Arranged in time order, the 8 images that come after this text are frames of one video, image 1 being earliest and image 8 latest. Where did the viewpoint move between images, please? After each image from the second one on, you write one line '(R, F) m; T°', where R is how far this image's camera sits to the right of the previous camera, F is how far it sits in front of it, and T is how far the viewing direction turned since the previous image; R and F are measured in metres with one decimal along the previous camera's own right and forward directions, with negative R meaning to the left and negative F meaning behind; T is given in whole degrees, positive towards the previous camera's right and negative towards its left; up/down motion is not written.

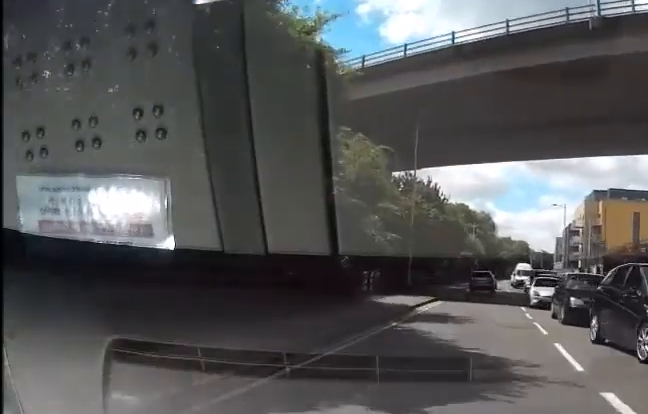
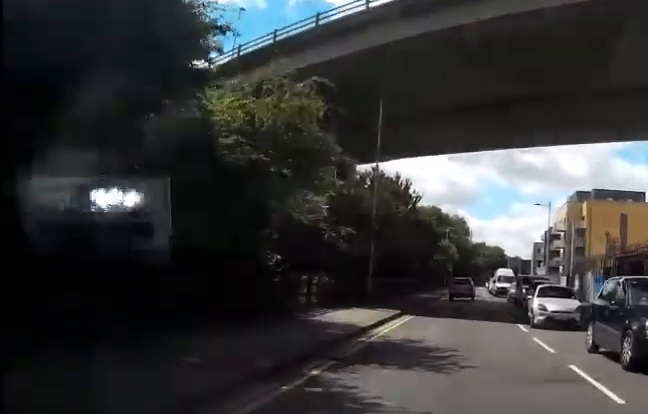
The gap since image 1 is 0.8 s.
(0.0, +6.5) m; 0°
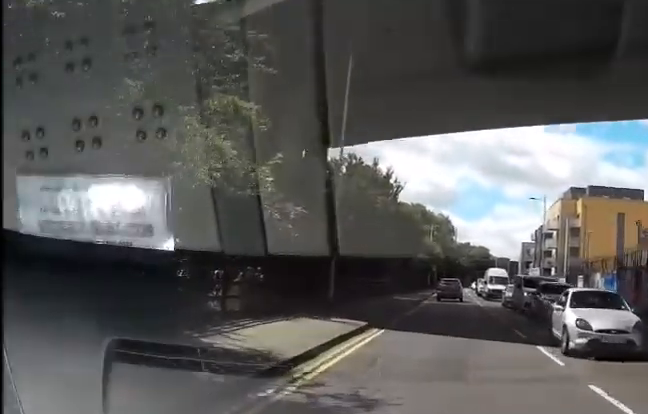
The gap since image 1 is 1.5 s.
(0.0, +6.1) m; 0°
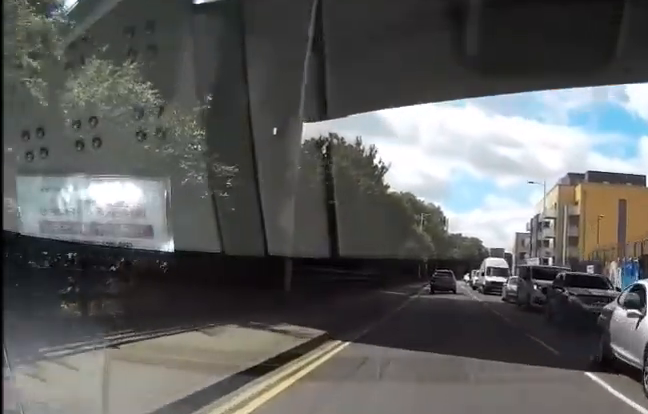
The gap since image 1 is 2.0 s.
(0.0, +5.1) m; 0°
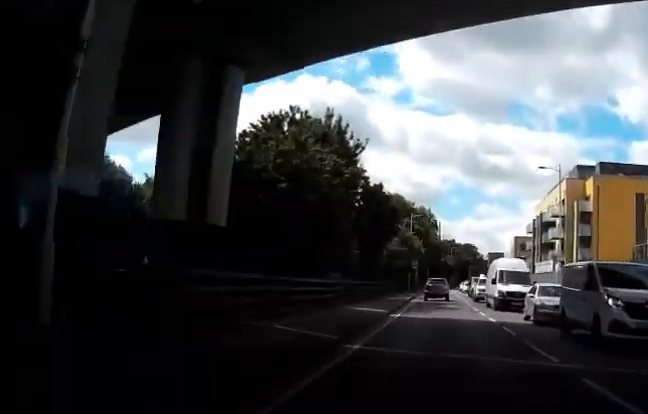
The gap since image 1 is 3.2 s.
(0.0, +11.2) m; +3°
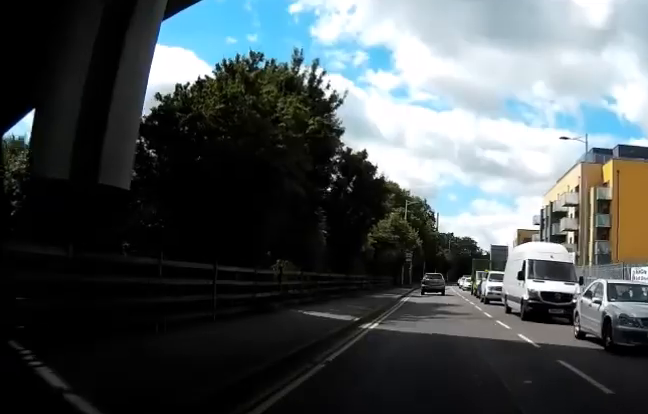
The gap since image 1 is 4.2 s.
(+0.5, +9.1) m; +5°
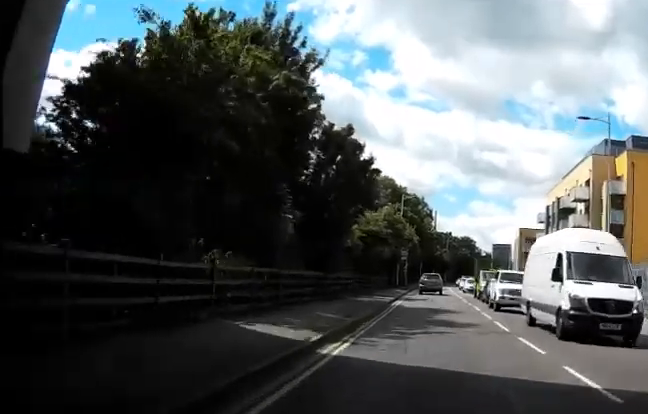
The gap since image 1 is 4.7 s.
(+0.2, +5.4) m; +2°
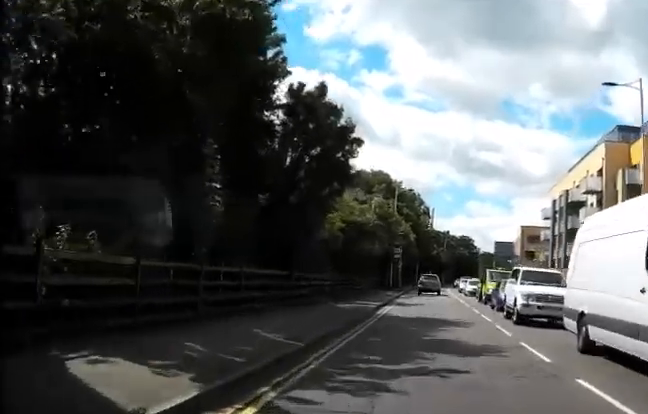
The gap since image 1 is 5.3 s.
(0.0, +6.6) m; 0°
